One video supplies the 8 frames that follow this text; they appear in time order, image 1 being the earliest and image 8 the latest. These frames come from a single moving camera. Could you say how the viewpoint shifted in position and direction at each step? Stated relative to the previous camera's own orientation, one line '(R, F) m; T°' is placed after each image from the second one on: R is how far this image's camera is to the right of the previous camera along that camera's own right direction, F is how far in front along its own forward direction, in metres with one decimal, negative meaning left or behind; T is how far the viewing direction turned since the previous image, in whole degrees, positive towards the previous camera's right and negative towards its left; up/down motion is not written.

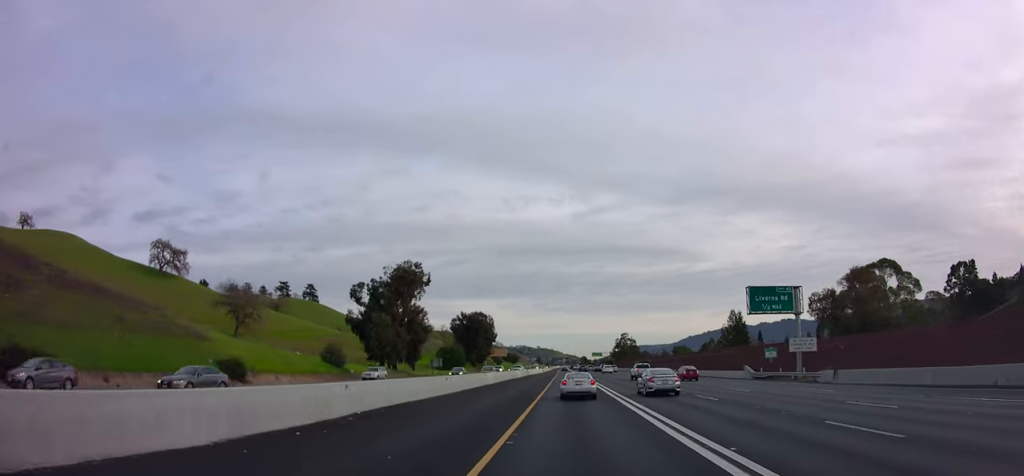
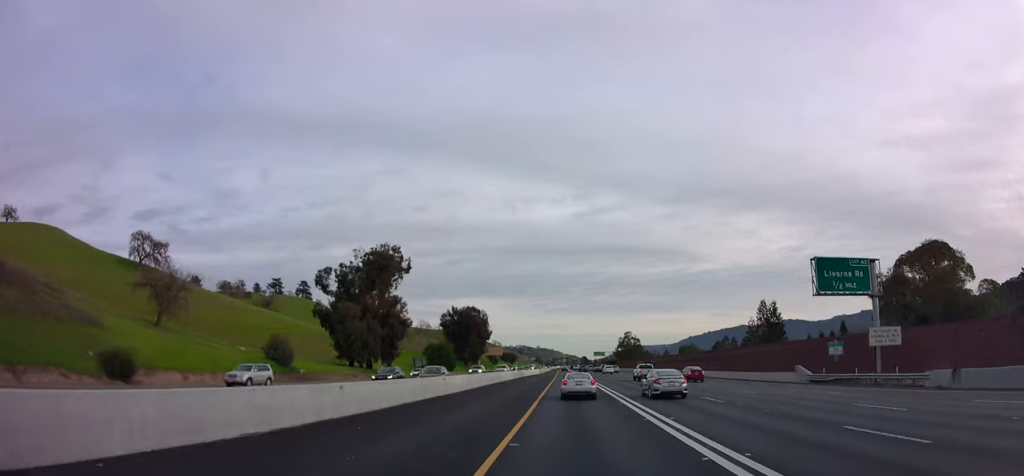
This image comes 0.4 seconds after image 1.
(0.0, +15.4) m; 0°
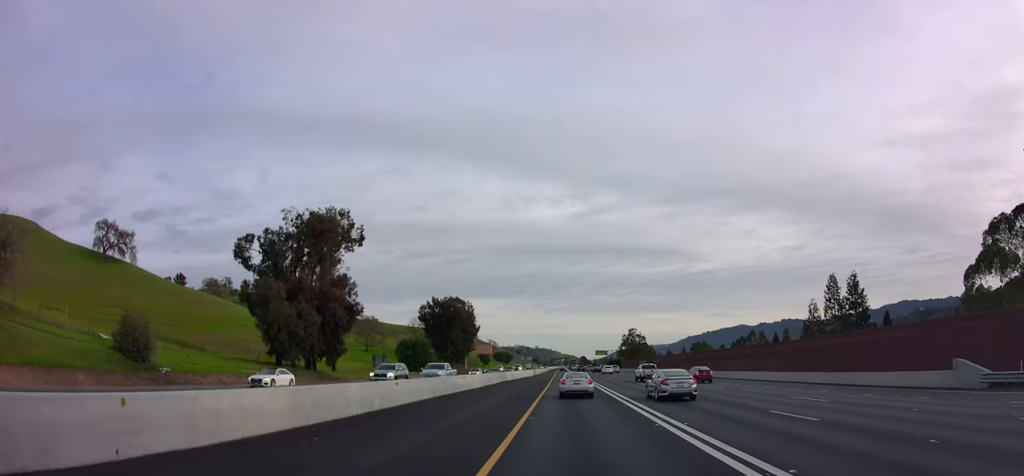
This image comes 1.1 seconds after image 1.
(-0.4, +23.6) m; 0°
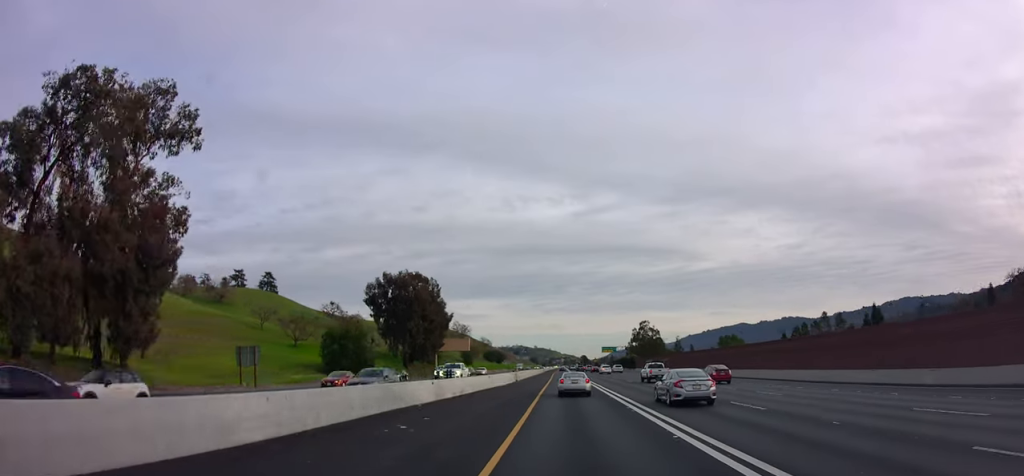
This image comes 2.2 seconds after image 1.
(+0.4, +39.0) m; 0°
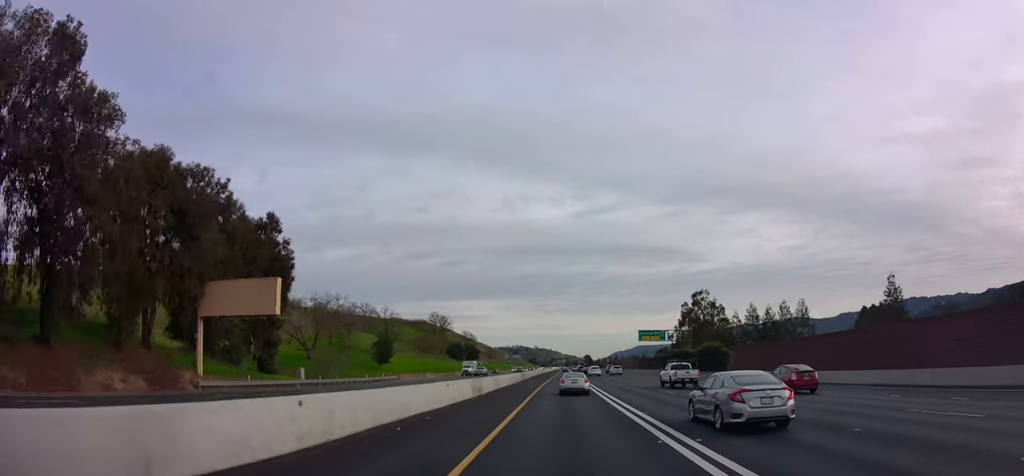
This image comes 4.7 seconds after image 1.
(+0.1, +88.0) m; 0°
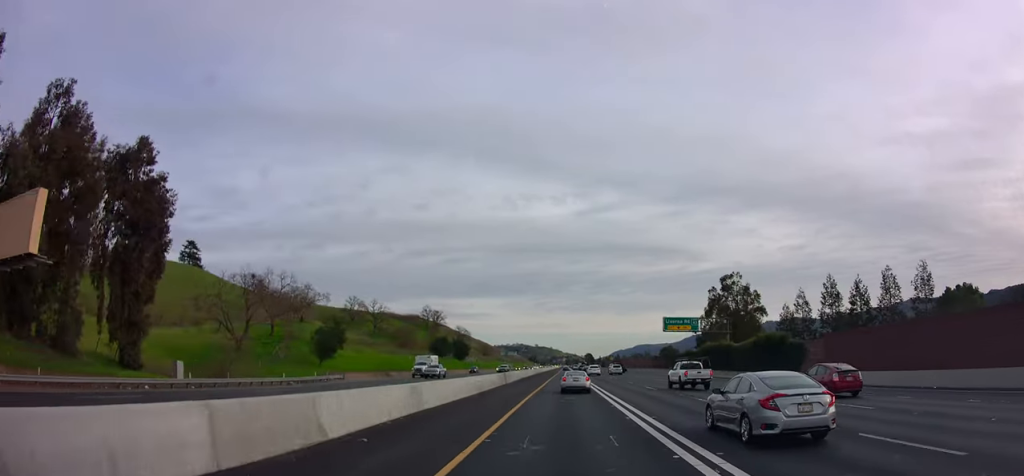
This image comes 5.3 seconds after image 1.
(-0.2, +23.9) m; -1°
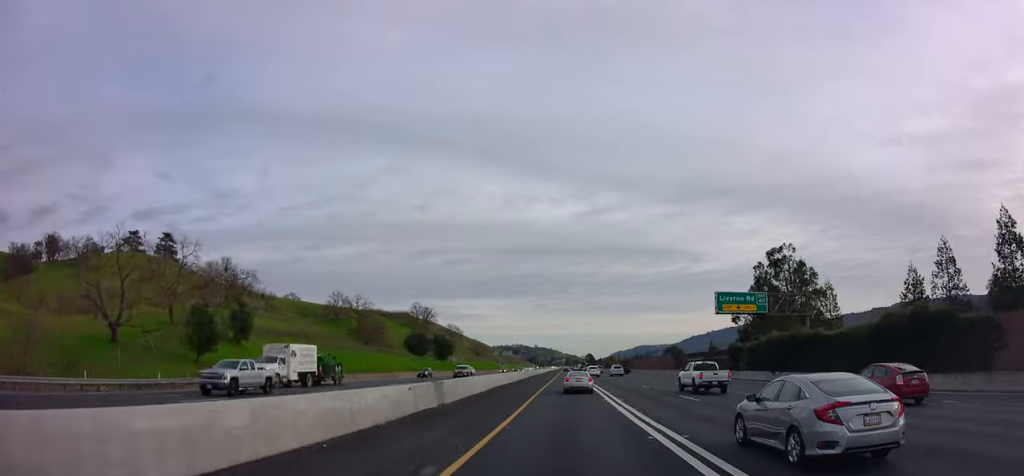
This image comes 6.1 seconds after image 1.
(0.0, +26.4) m; 0°
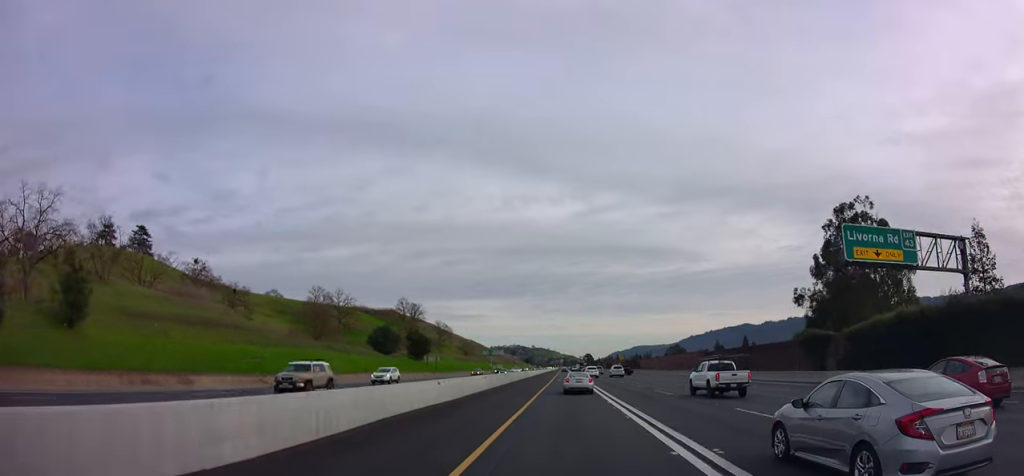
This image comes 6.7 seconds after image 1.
(0.0, +24.1) m; +1°
